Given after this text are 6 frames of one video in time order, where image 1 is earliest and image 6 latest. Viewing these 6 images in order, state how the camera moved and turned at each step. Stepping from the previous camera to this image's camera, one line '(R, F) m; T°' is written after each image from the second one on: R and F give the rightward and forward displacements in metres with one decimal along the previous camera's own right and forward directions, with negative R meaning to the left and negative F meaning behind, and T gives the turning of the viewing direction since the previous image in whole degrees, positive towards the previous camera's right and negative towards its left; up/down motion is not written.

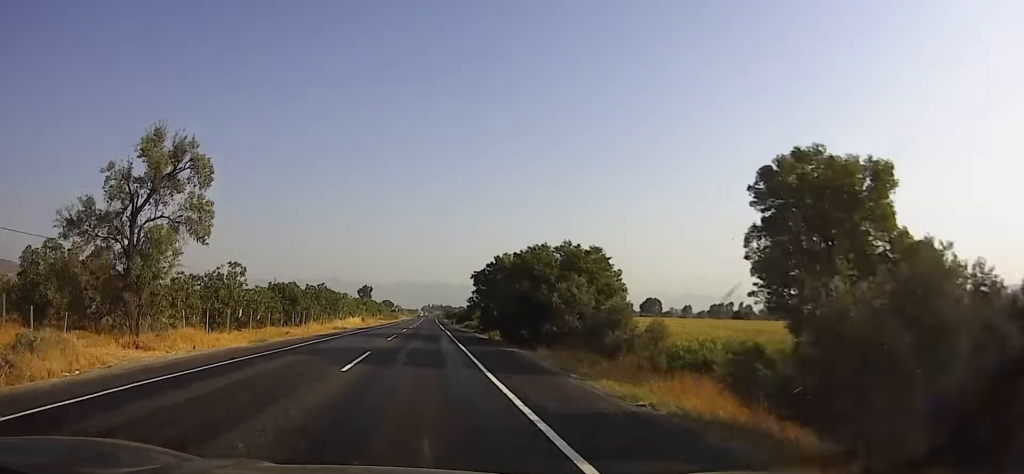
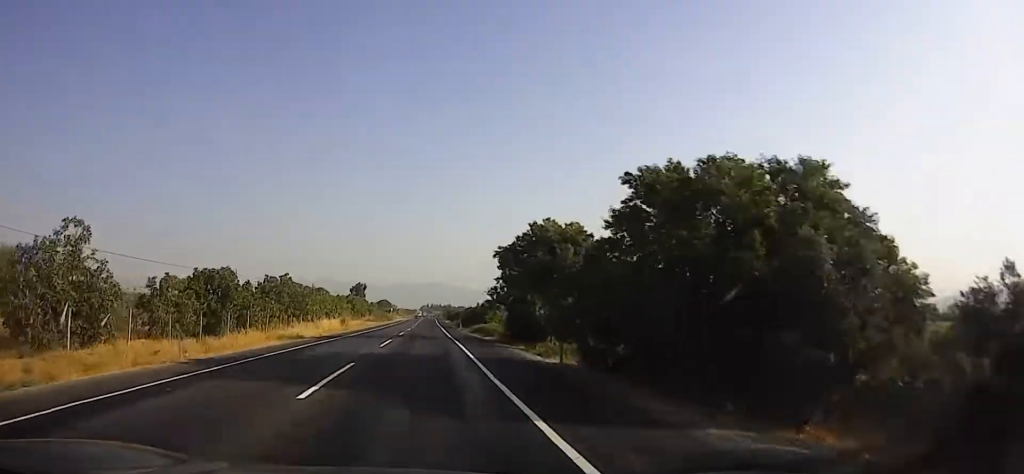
(-0.2, +19.9) m; +2°
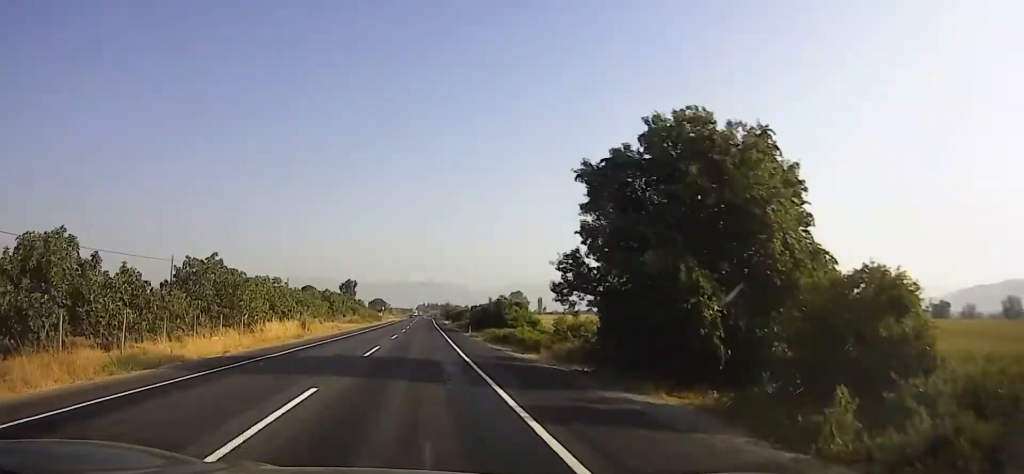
(+0.6, +19.5) m; +2°
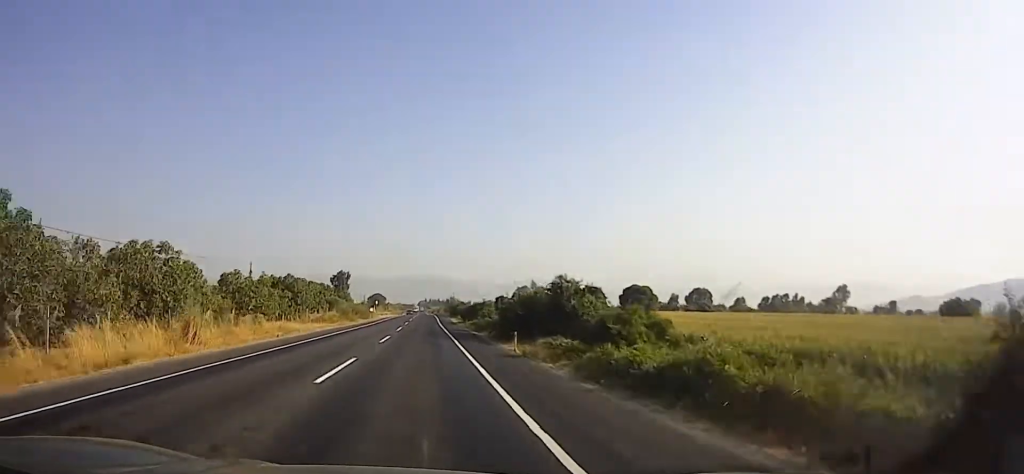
(+0.6, +23.5) m; +2°
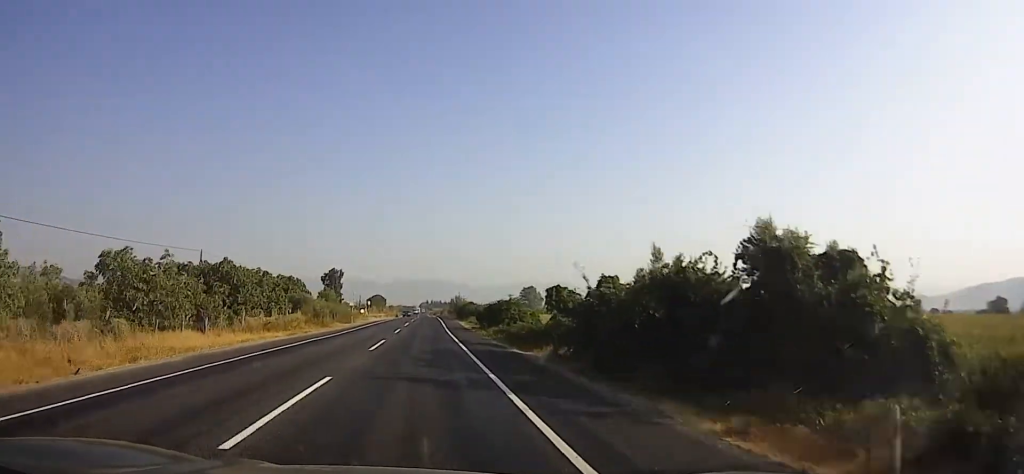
(0.0, +19.4) m; 0°
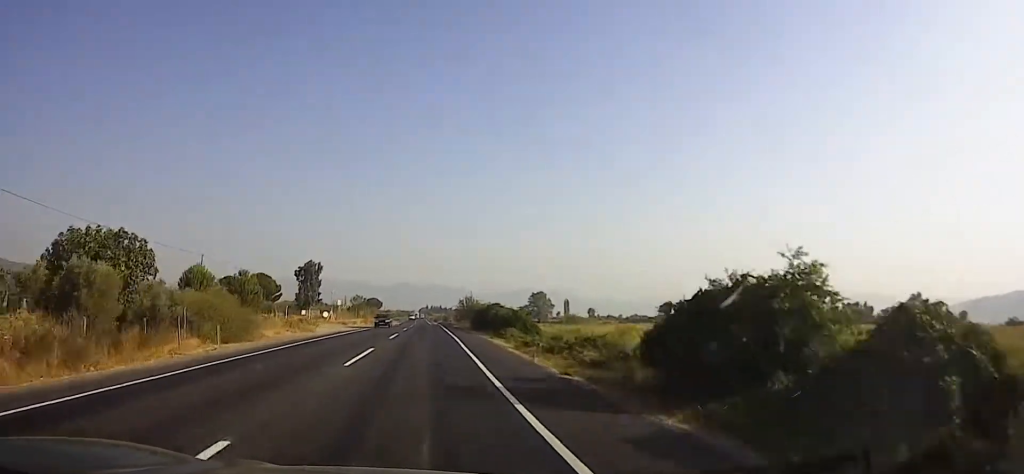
(0.0, +35.7) m; 0°
